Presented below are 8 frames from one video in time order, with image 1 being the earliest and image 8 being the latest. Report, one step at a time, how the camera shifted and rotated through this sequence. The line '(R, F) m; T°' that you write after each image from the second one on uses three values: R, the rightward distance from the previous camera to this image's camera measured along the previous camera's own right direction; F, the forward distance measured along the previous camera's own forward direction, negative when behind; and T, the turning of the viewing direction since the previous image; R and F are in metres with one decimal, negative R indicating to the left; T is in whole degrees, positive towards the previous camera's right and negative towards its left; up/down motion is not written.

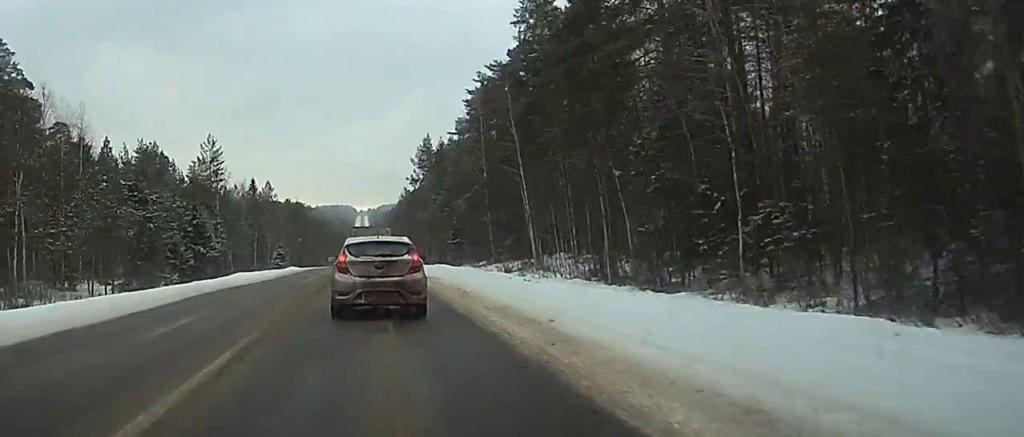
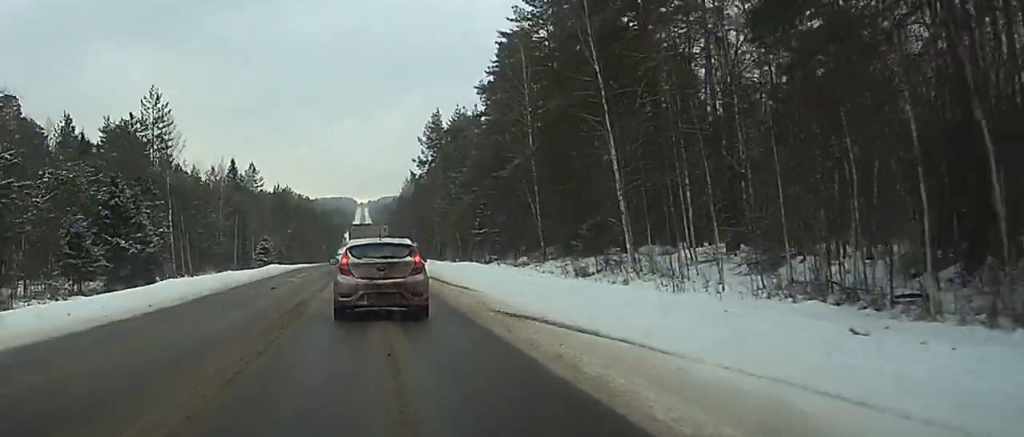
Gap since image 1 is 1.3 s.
(+0.2, +26.2) m; +1°
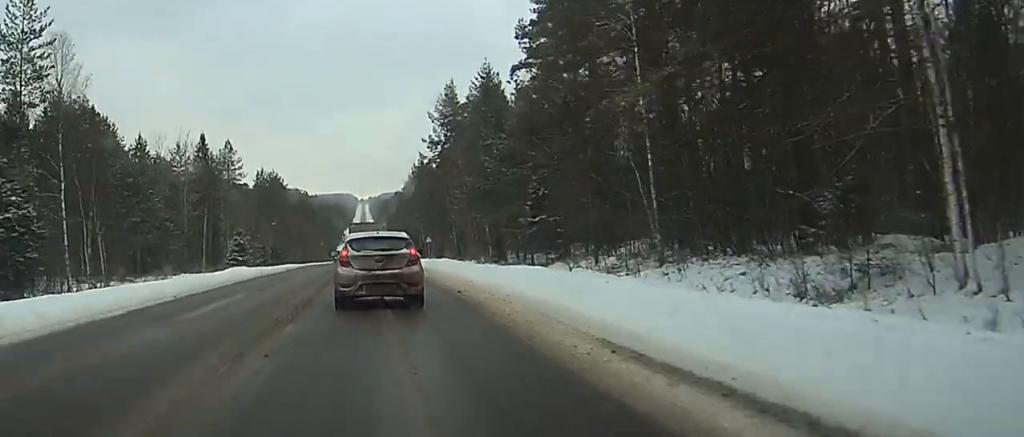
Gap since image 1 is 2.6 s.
(+0.2, +28.0) m; 0°
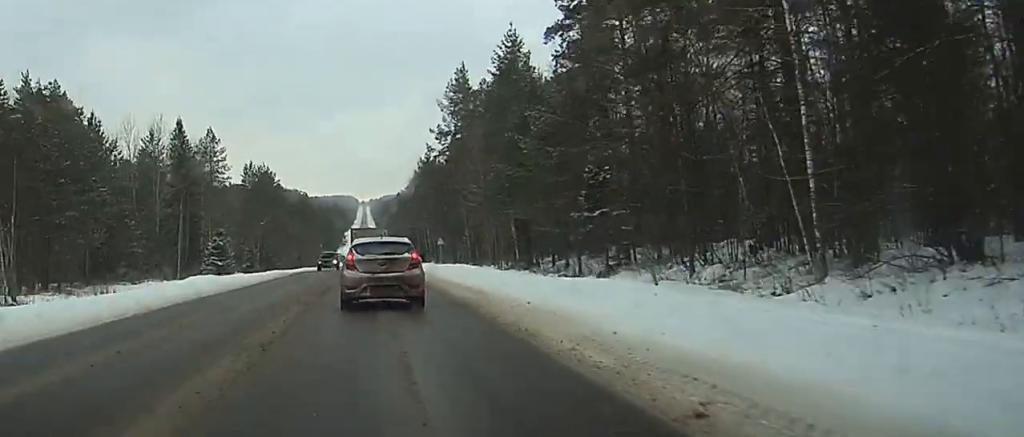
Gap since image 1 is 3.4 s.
(0.0, +15.6) m; 0°
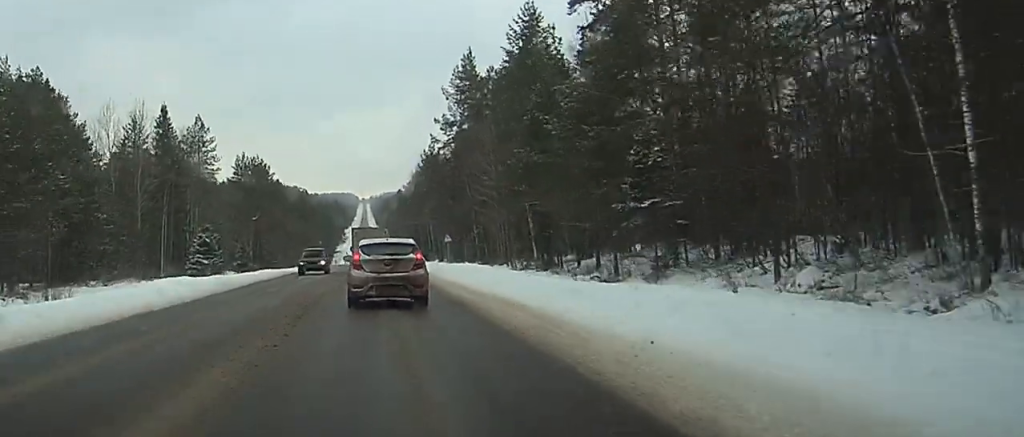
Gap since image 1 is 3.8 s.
(0.0, +8.1) m; 0°
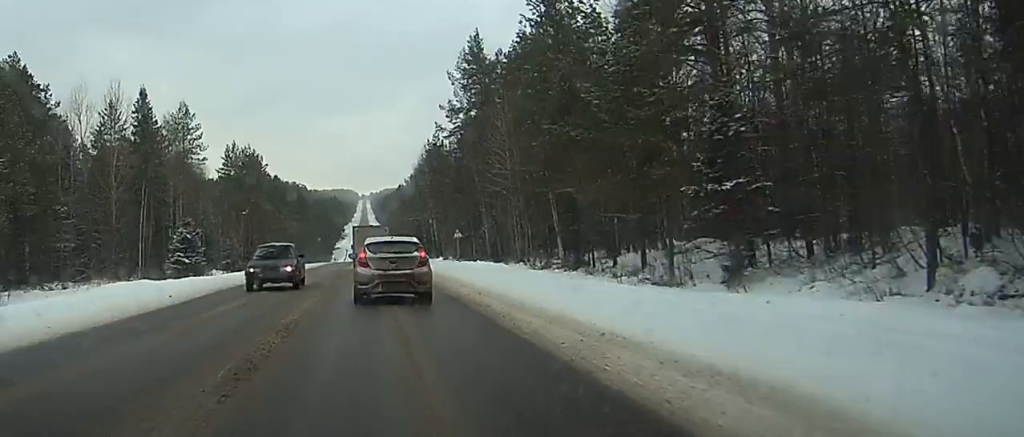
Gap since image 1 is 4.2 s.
(0.0, +8.8) m; 0°
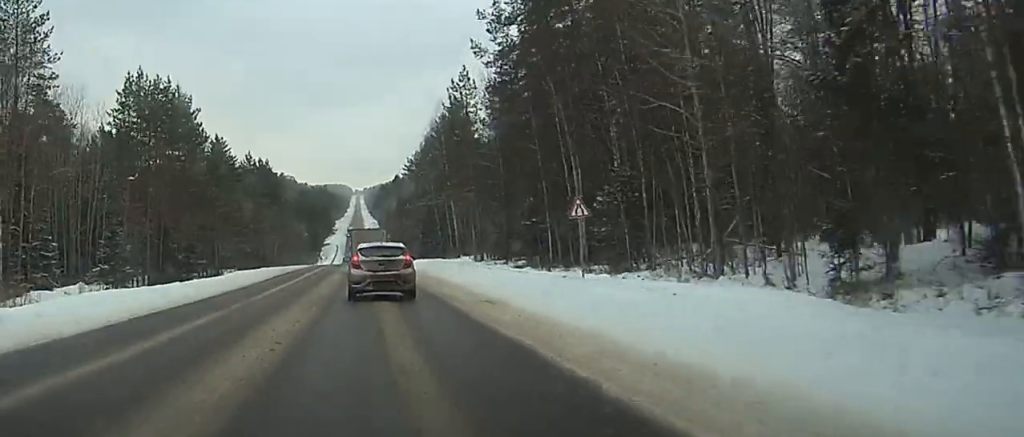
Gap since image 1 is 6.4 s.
(-0.1, +44.3) m; 0°
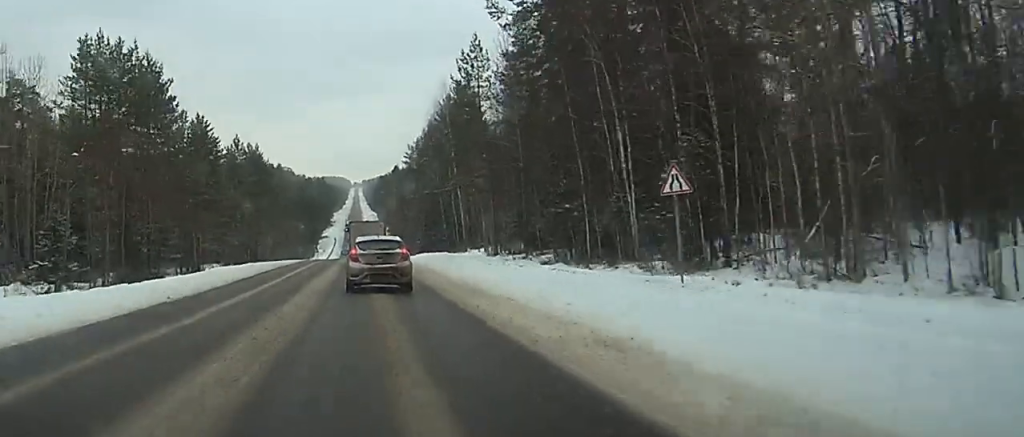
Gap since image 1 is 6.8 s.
(0.0, +10.0) m; 0°
